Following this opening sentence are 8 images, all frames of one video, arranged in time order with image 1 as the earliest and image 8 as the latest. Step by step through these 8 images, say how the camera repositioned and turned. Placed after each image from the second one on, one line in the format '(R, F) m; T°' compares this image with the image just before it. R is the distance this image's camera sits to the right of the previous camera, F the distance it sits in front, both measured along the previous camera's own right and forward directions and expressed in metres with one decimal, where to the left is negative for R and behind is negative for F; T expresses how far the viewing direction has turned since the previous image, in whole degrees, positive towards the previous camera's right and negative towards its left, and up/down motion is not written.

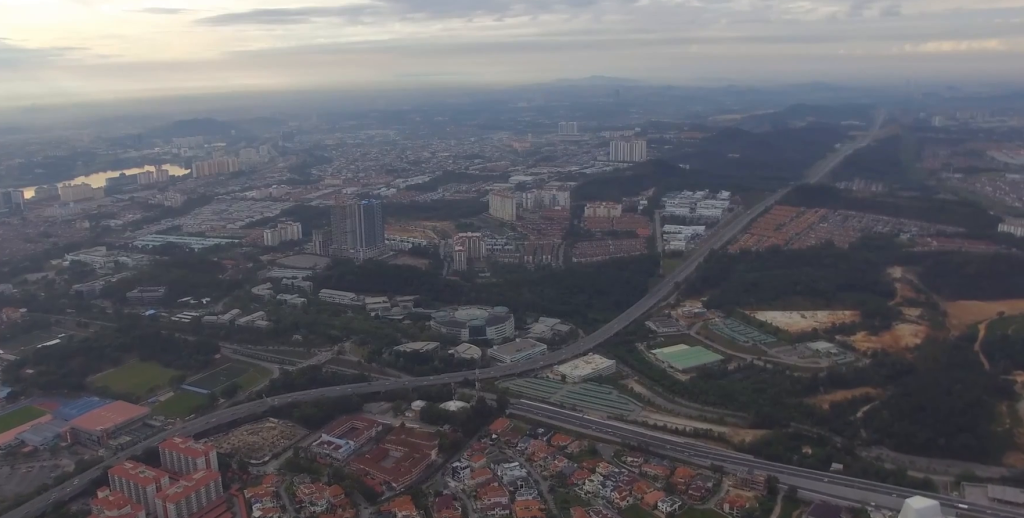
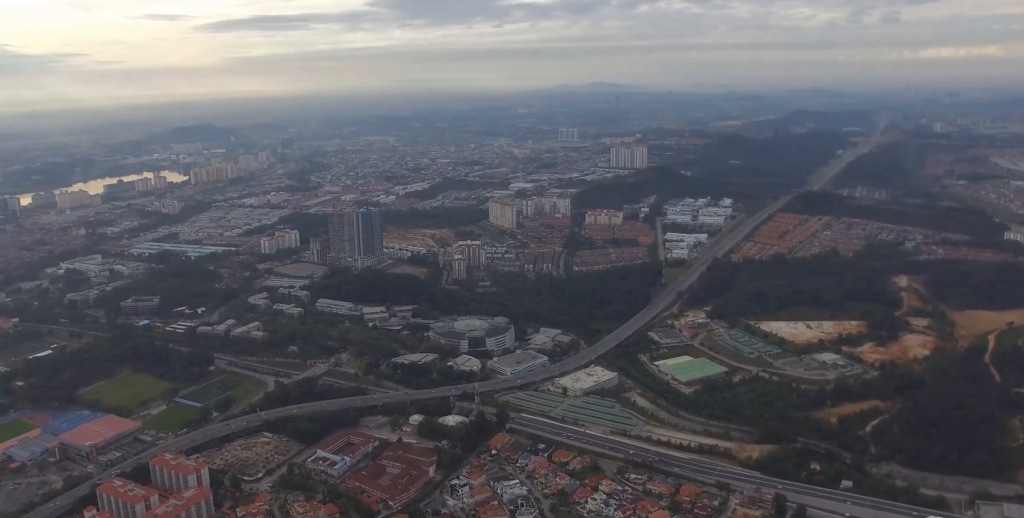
(-0.1, +24.8) m; 0°
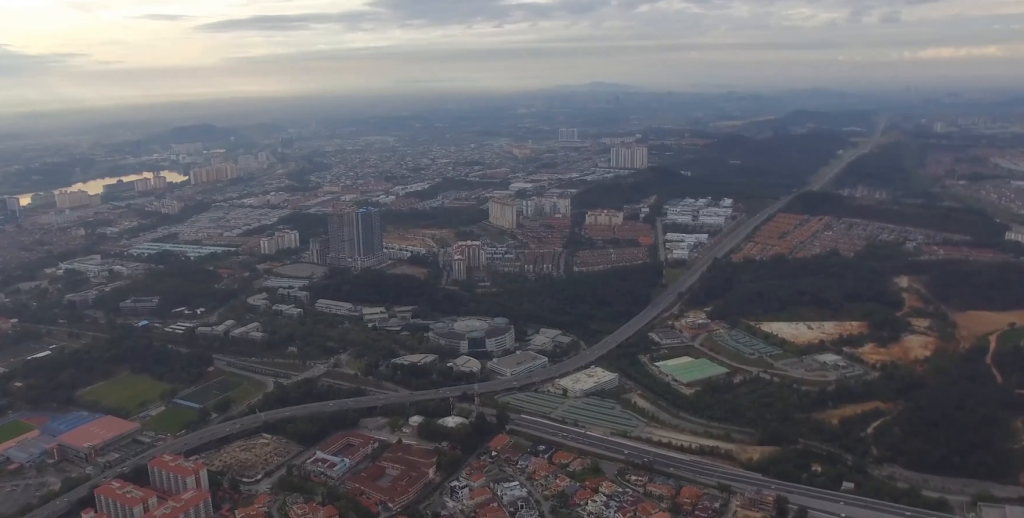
(0.0, +4.1) m; 0°
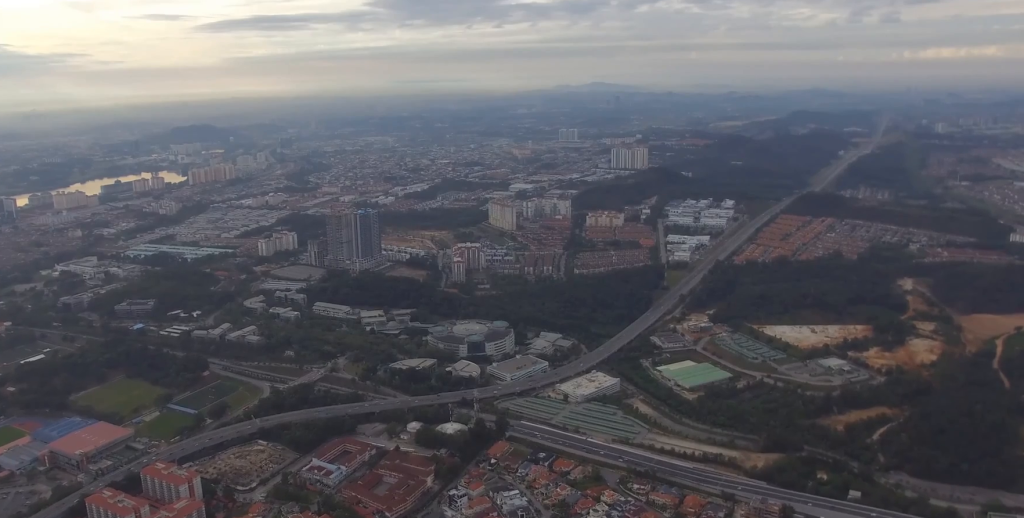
(0.0, +18.9) m; 0°
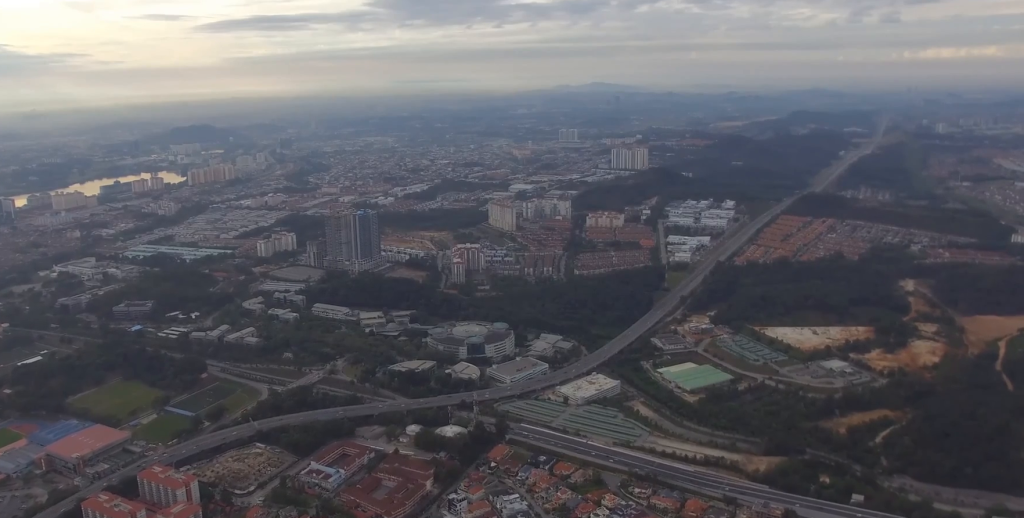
(0.0, +7.5) m; 0°
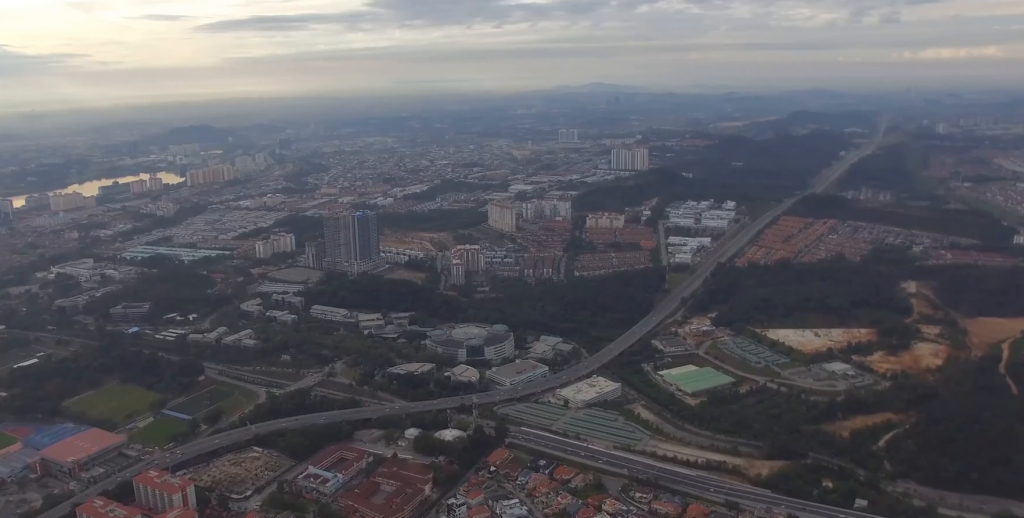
(0.0, +9.6) m; 0°
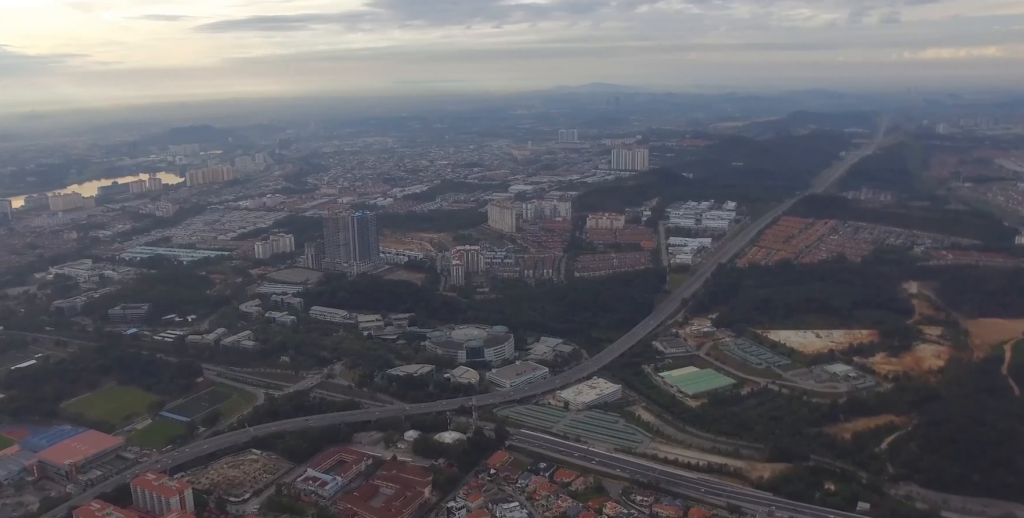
(0.0, +6.6) m; 0°
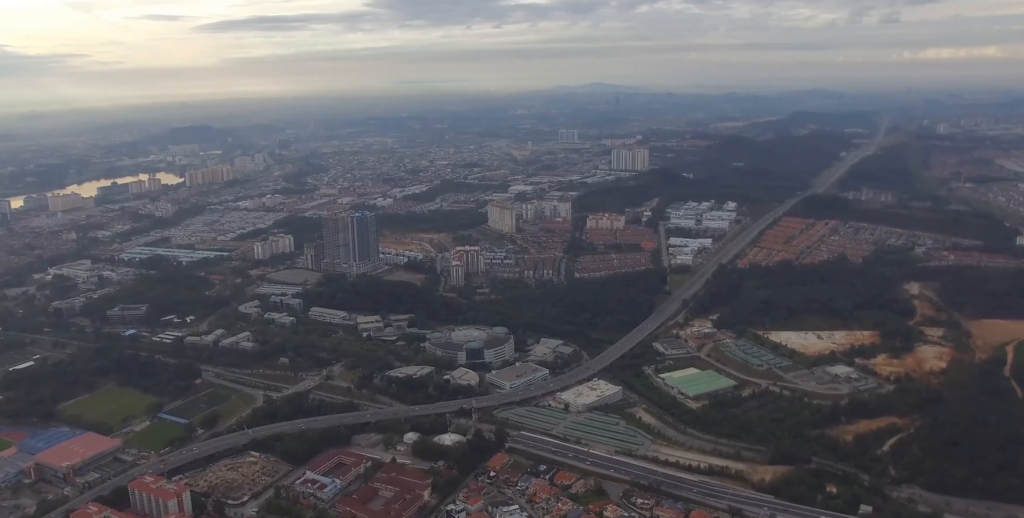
(0.0, +5.3) m; 0°
